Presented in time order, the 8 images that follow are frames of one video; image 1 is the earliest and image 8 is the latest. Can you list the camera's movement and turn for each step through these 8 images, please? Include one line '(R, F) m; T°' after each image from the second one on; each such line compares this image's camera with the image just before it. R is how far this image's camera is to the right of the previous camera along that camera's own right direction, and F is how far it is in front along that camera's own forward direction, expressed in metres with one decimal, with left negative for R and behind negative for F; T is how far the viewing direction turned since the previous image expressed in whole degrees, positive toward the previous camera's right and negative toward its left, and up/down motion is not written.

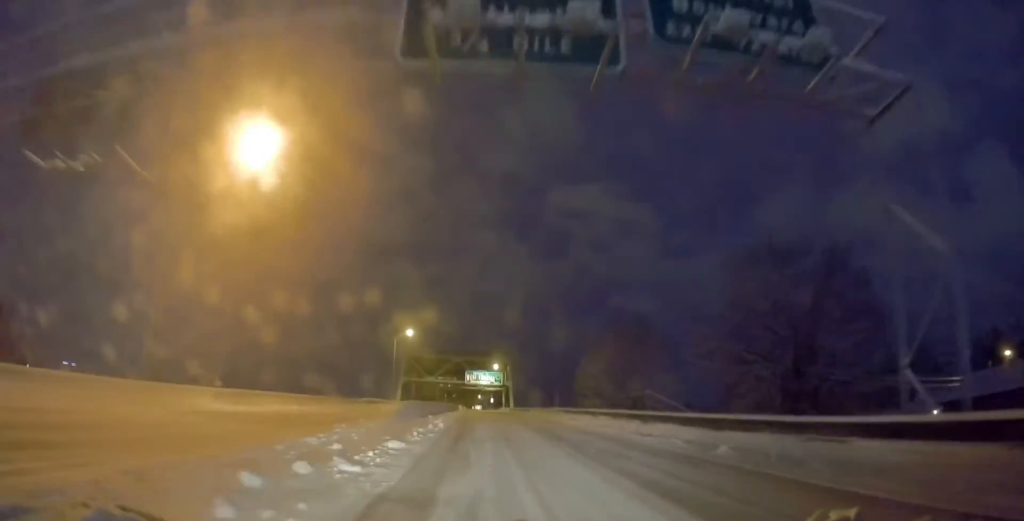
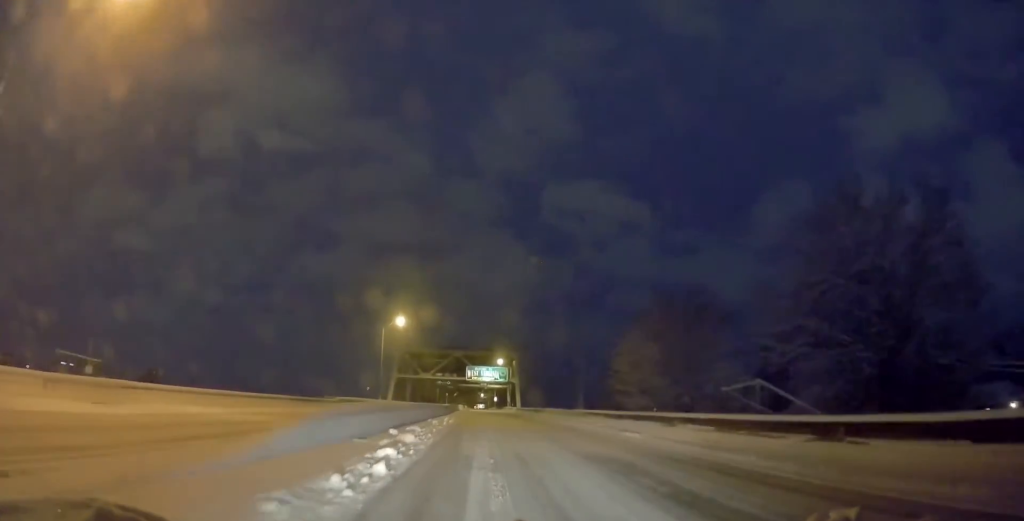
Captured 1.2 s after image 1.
(0.0, +13.7) m; +2°
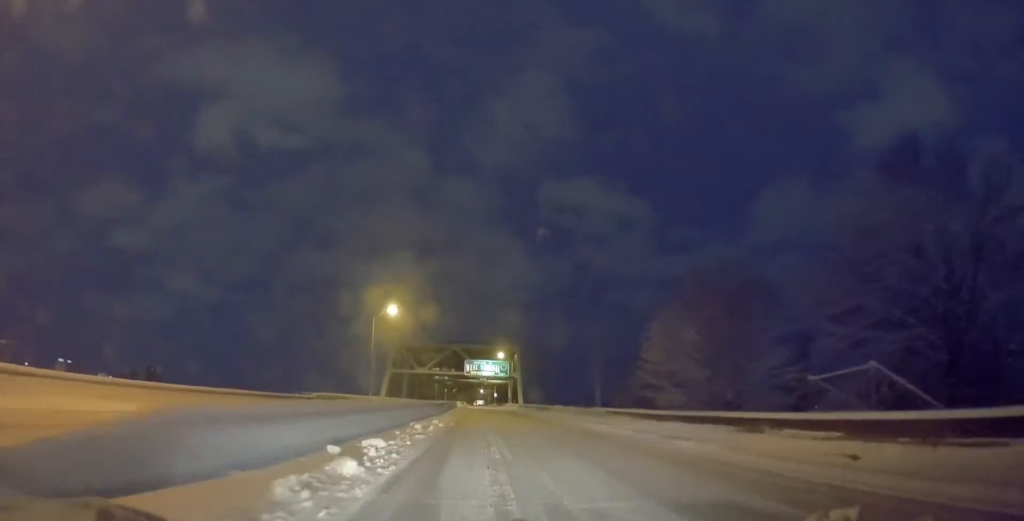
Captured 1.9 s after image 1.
(+0.3, +7.1) m; 0°
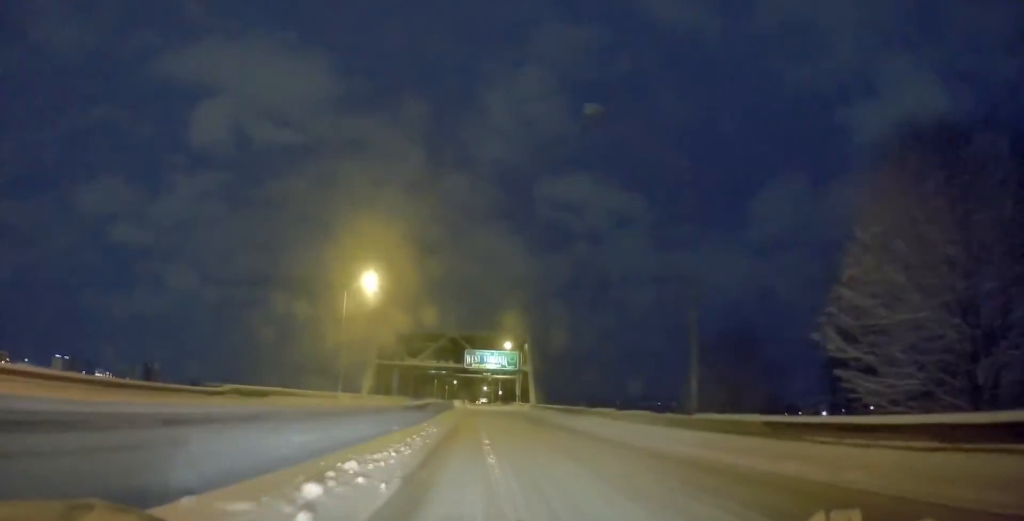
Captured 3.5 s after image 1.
(-0.4, +18.1) m; -3°
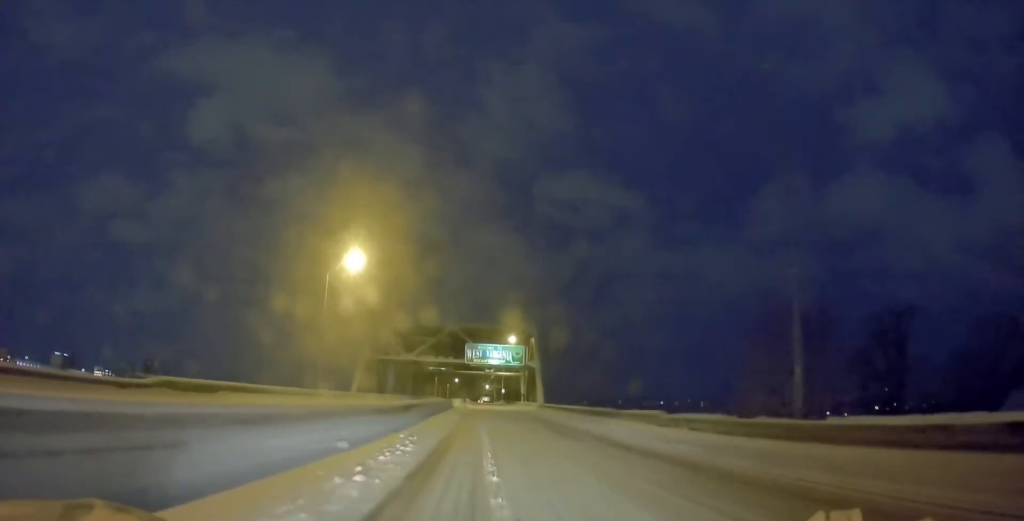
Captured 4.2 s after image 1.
(+0.1, +7.9) m; -2°
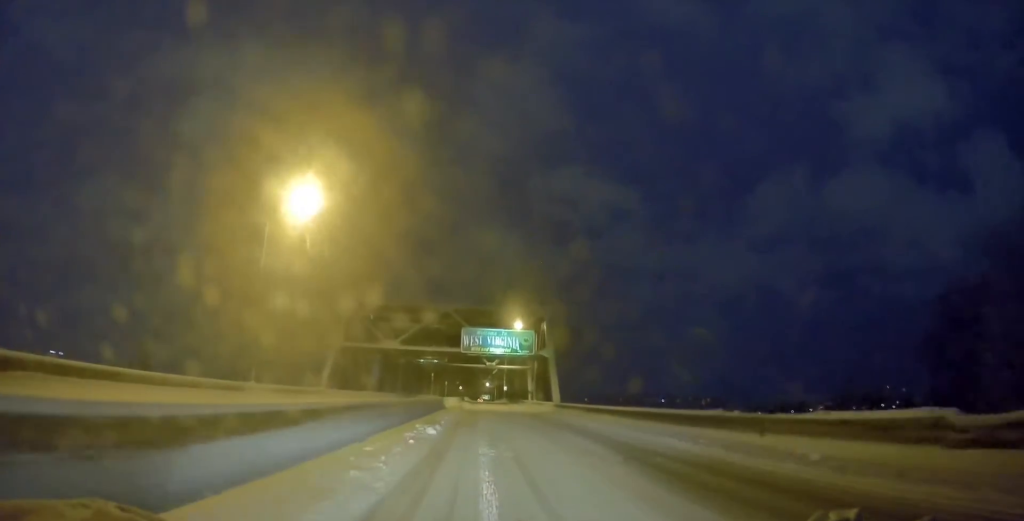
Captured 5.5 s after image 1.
(-0.3, +14.8) m; +1°
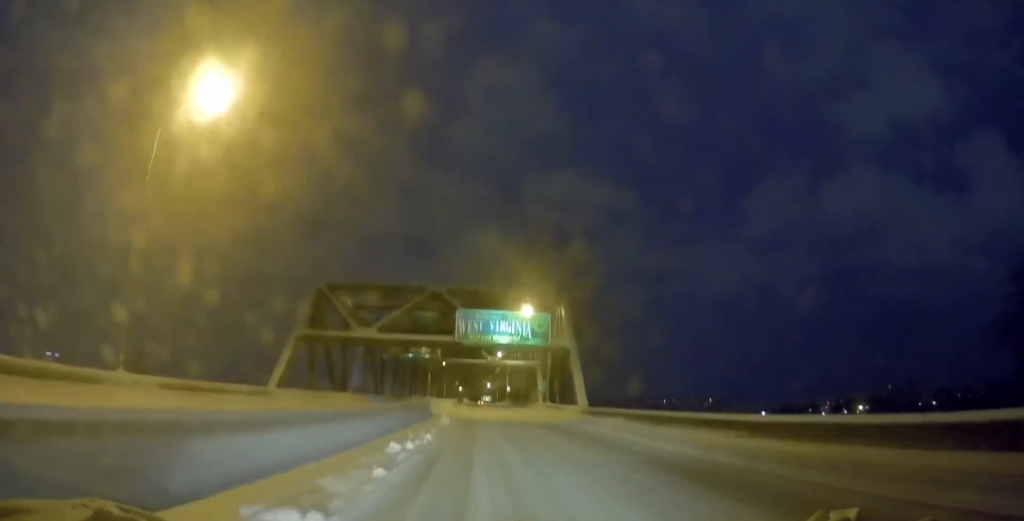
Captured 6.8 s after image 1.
(+0.4, +13.6) m; +1°
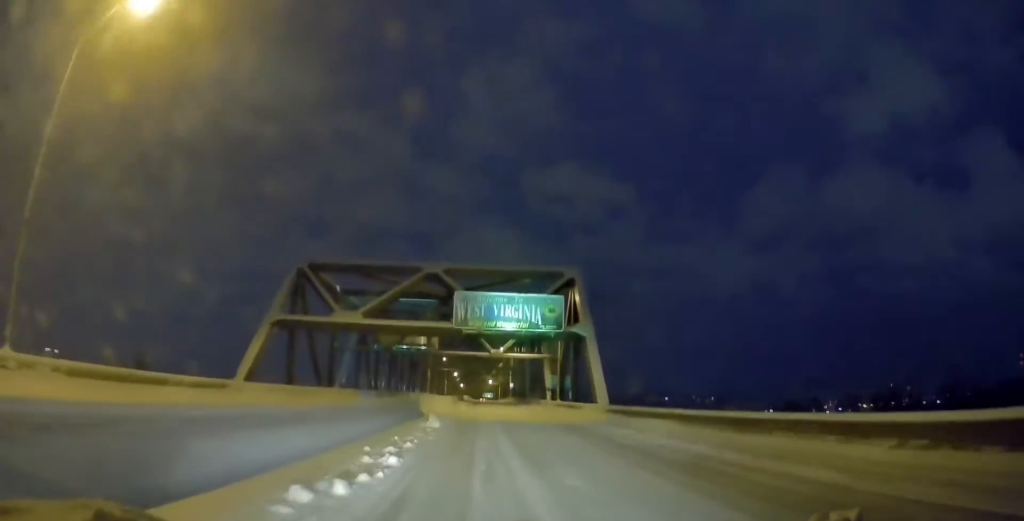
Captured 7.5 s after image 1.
(0.0, +6.5) m; 0°
